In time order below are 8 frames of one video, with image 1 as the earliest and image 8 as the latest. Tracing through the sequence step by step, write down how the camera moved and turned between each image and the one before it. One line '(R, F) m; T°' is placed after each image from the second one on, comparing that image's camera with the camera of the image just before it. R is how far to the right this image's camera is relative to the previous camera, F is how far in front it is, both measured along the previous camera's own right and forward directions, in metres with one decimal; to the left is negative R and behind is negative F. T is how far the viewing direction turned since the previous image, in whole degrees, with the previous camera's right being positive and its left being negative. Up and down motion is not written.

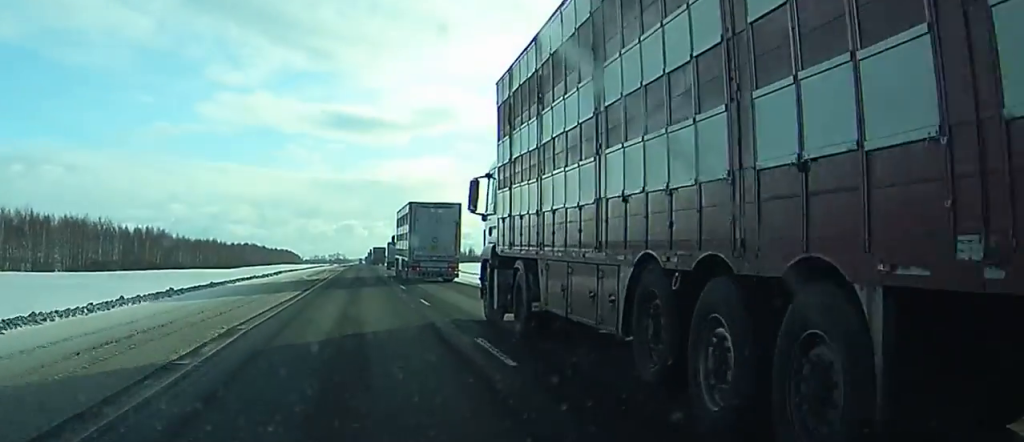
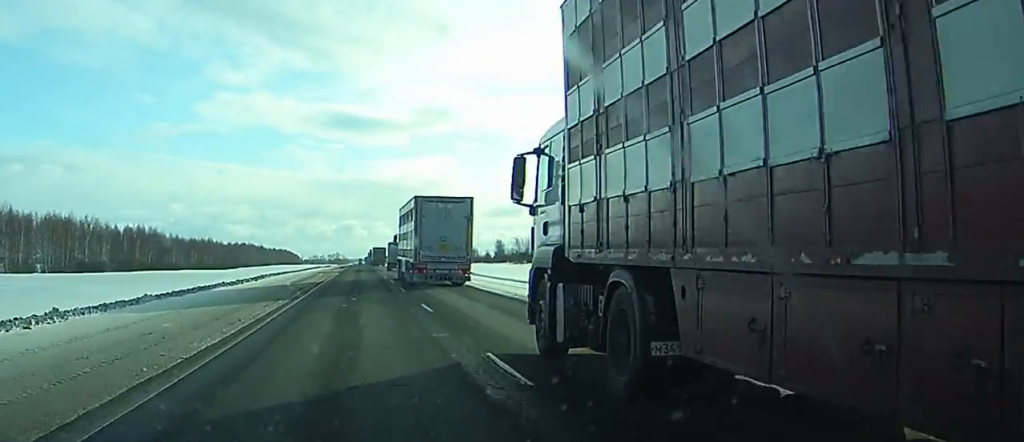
(0.0, +13.2) m; 0°
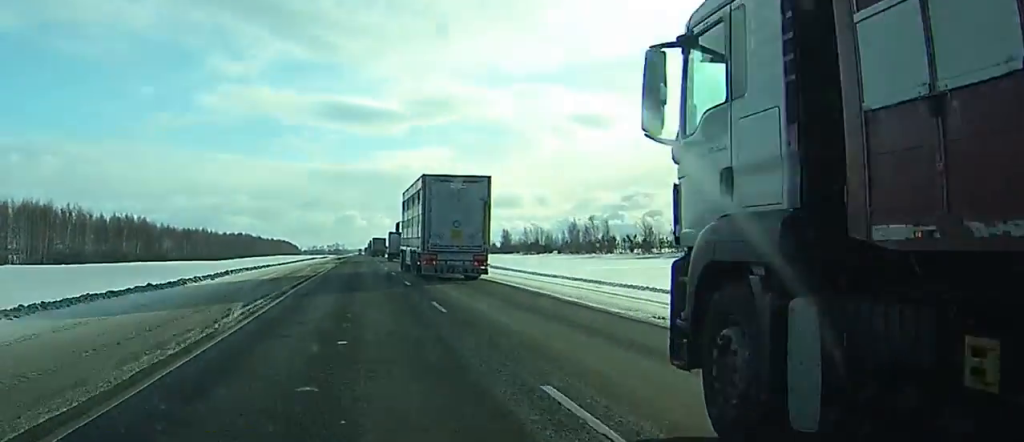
(0.0, +15.7) m; 0°
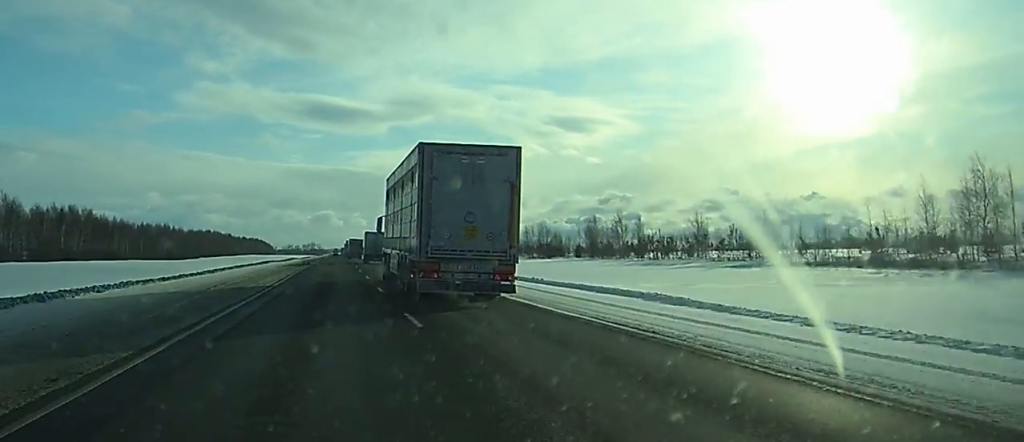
(+0.1, +39.0) m; +1°
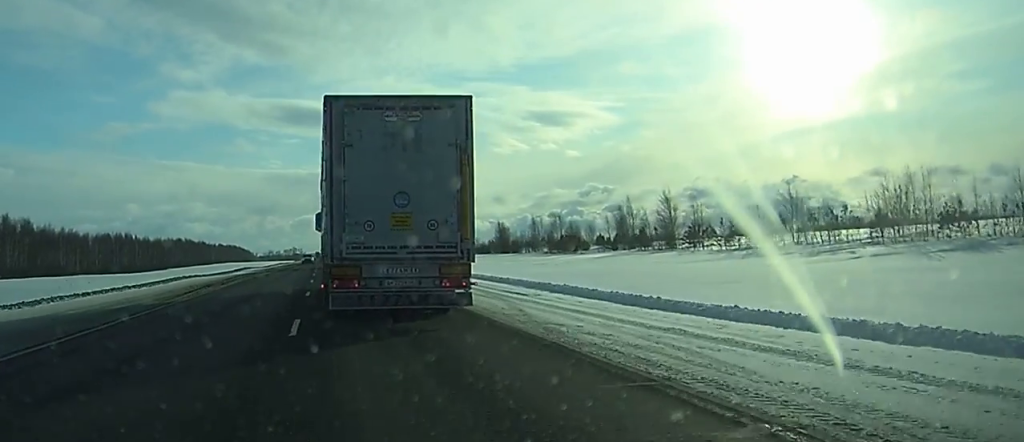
(+1.0, +37.9) m; +2°
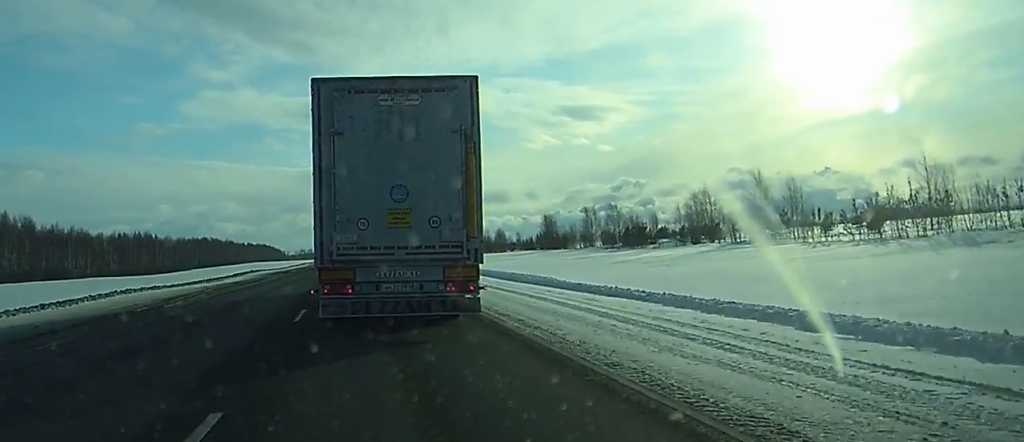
(0.0, +21.6) m; -1°
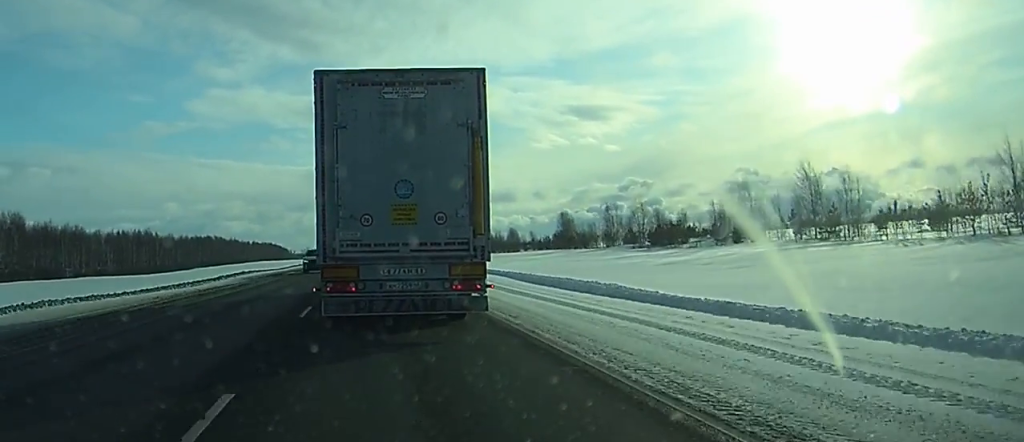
(-0.1, +11.4) m; -1°
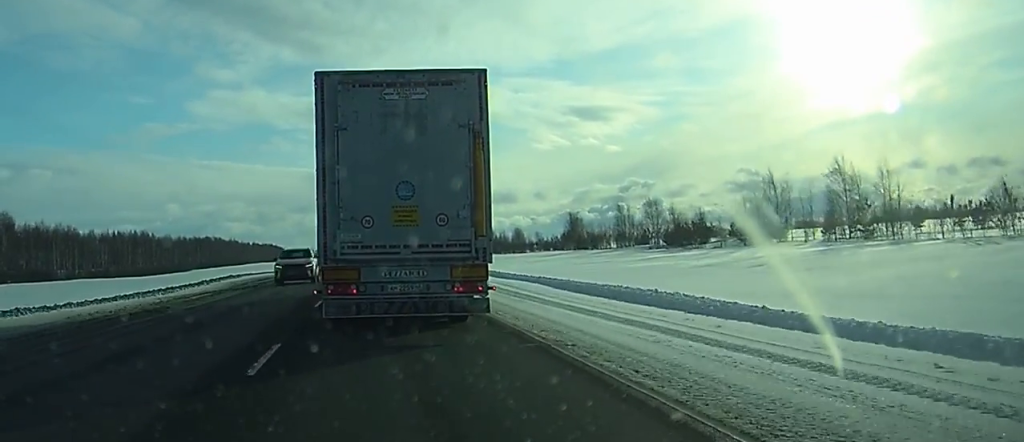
(0.0, +7.5) m; -1°
